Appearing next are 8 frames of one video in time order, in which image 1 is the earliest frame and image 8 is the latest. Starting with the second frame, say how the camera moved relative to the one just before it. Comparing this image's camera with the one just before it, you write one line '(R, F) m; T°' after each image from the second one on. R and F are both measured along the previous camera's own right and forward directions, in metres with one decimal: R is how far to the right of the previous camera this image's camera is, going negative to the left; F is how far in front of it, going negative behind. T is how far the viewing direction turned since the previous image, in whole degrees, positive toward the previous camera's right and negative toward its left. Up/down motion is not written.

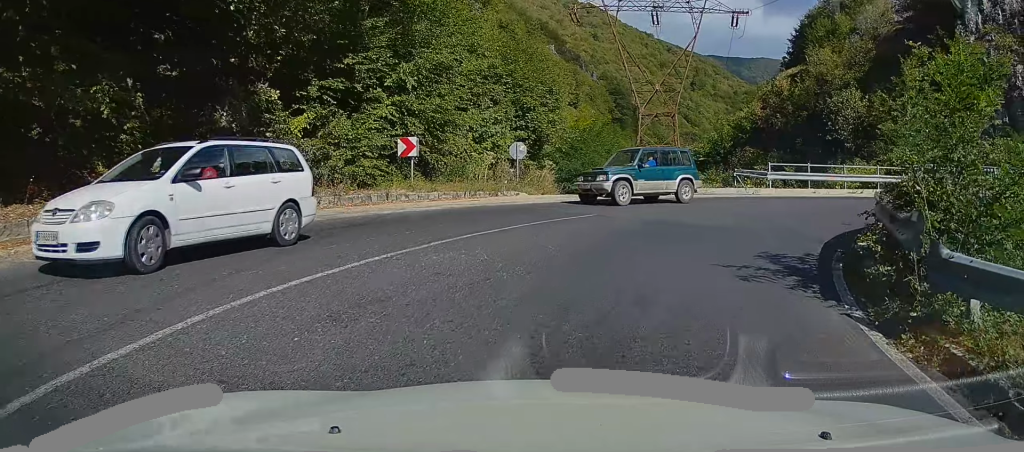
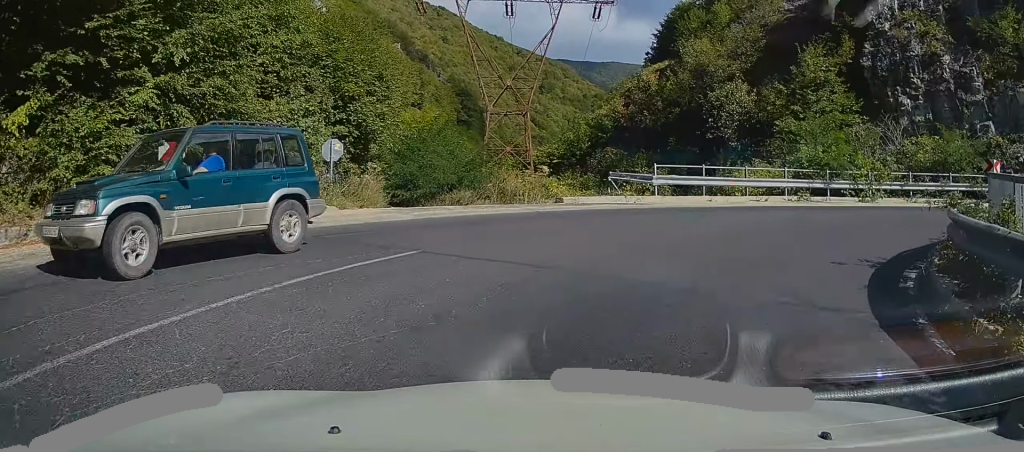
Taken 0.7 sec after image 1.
(+0.9, +5.7) m; +17°
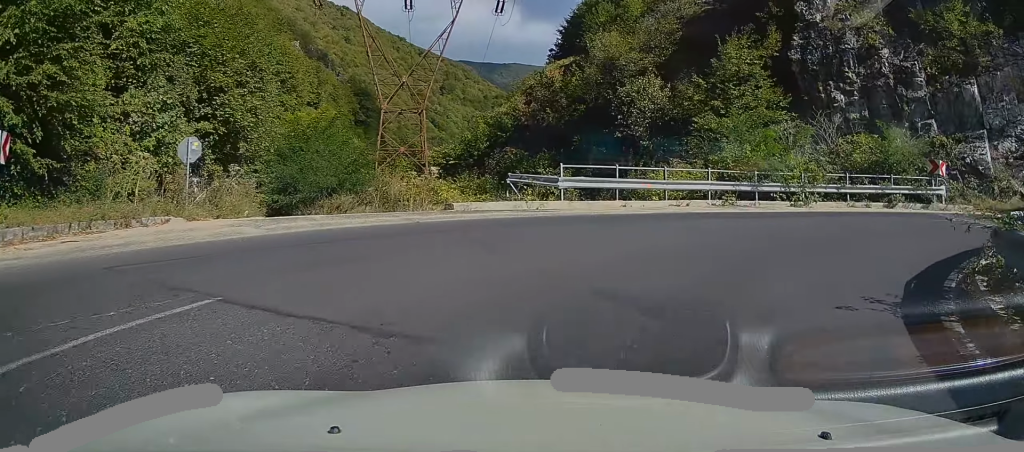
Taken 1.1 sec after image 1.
(-0.2, +3.1) m; +10°
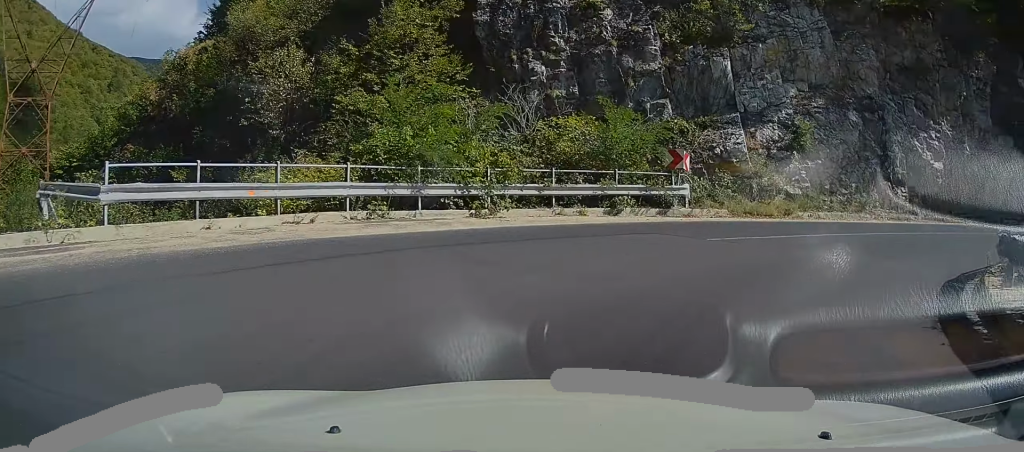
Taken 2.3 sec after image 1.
(+2.5, +7.5) m; +30°
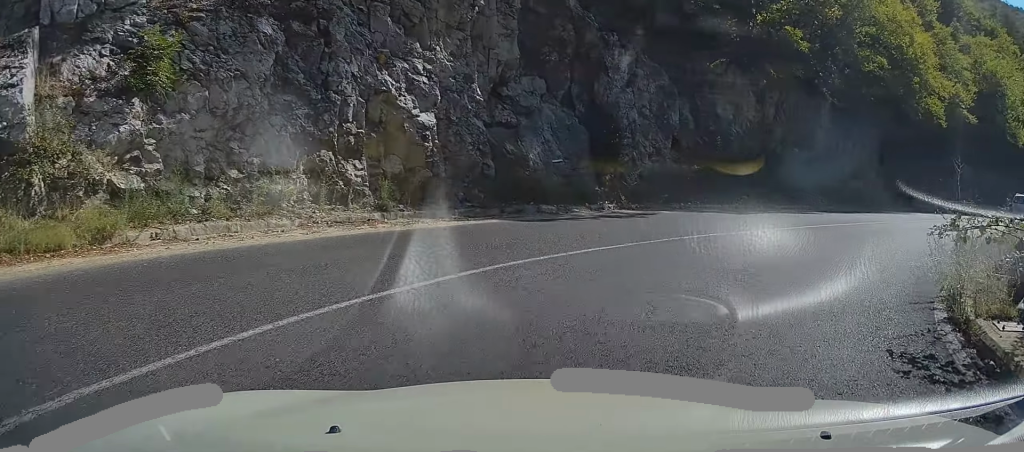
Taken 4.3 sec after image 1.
(+6.3, +11.0) m; +58°
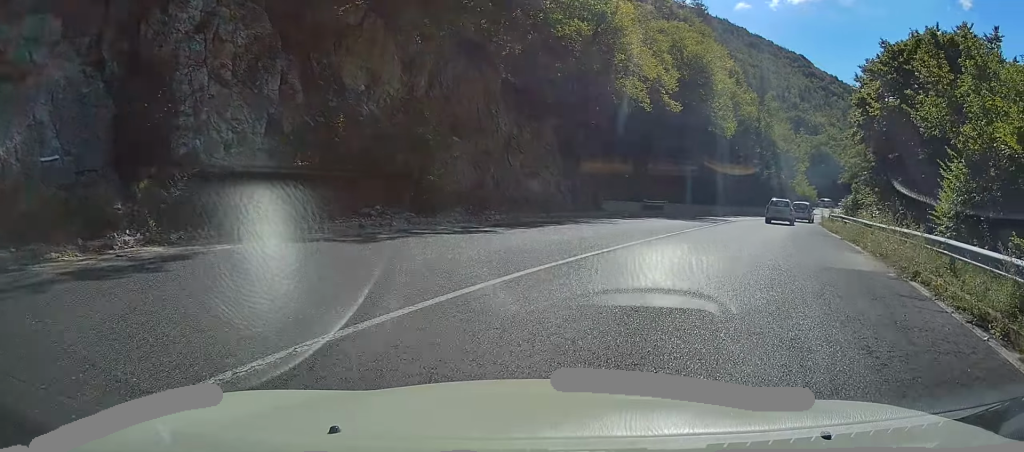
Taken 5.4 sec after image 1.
(+2.5, +9.5) m; +26°
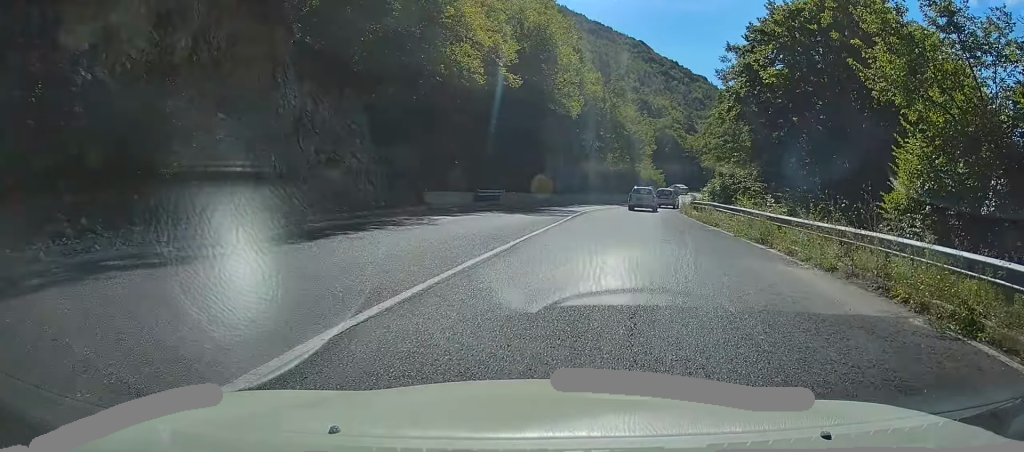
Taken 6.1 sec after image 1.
(+1.0, +6.6) m; +9°
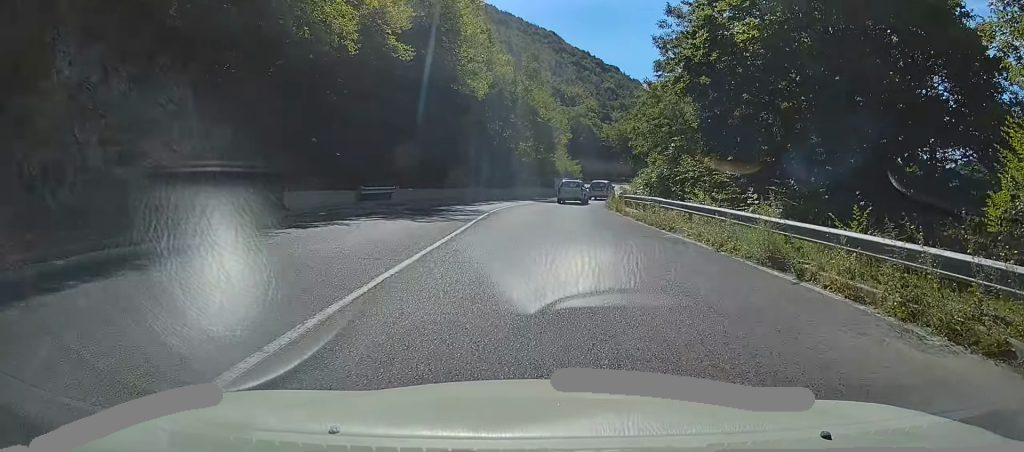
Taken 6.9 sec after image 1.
(+0.1, +7.7) m; 0°
